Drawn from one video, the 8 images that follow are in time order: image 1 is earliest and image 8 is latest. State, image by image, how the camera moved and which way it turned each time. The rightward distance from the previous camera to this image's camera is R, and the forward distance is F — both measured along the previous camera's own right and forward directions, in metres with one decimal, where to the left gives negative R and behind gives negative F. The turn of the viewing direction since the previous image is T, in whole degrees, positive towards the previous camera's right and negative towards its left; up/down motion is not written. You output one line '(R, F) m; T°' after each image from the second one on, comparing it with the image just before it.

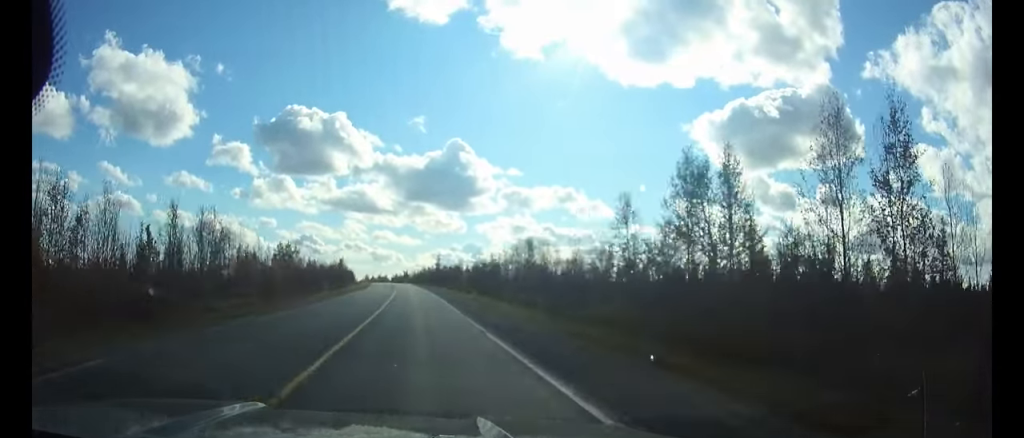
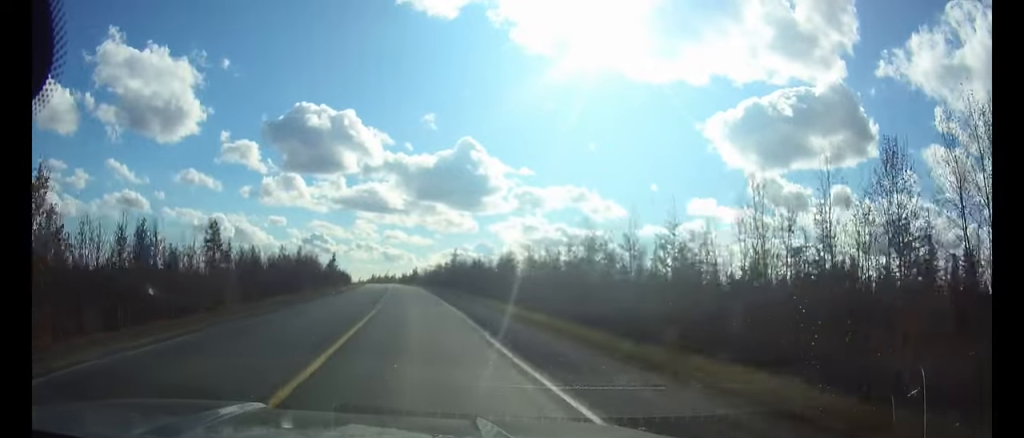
(-0.5, +40.6) m; -2°
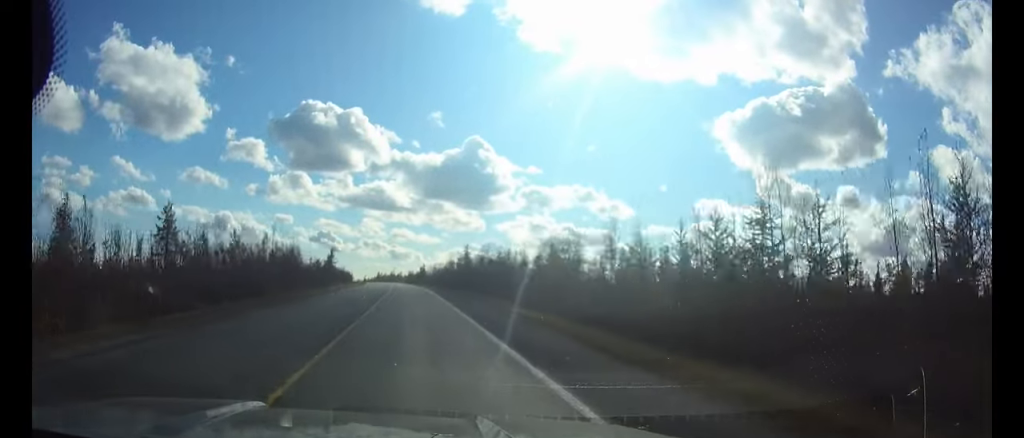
(-0.1, +15.8) m; -1°
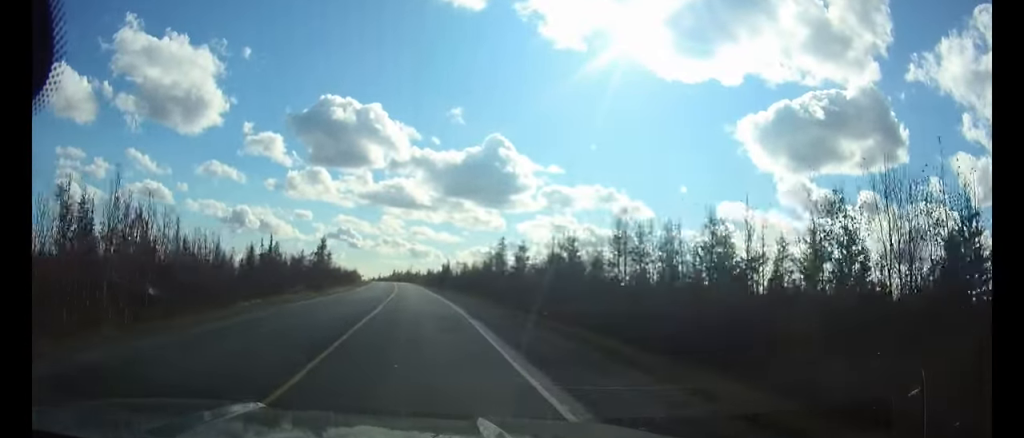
(-0.5, +38.5) m; -1°
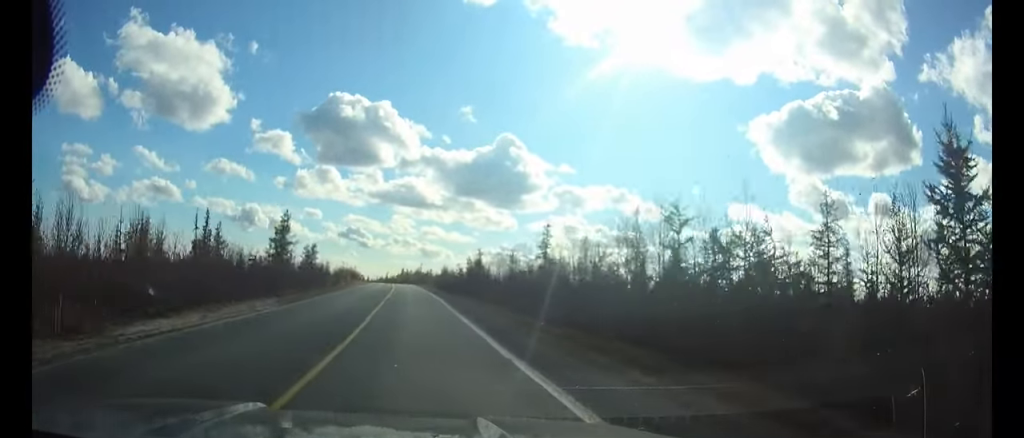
(-0.4, +36.8) m; -1°
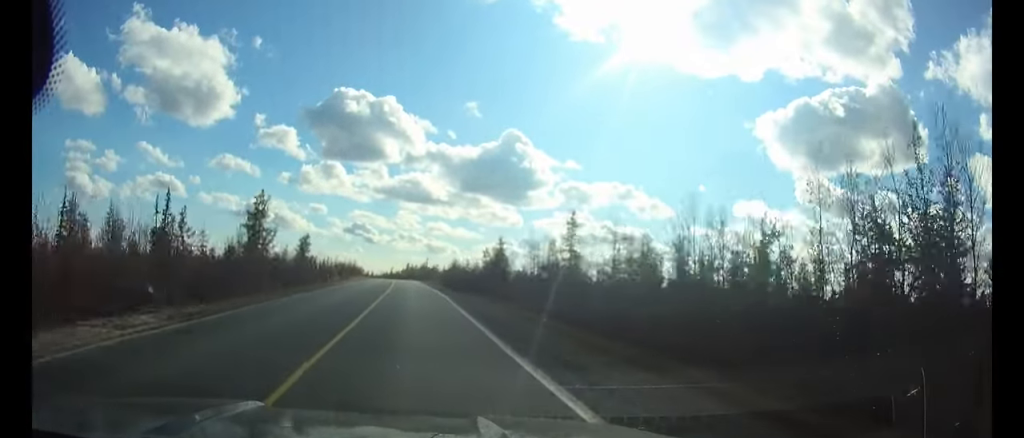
(-0.1, +13.1) m; 0°
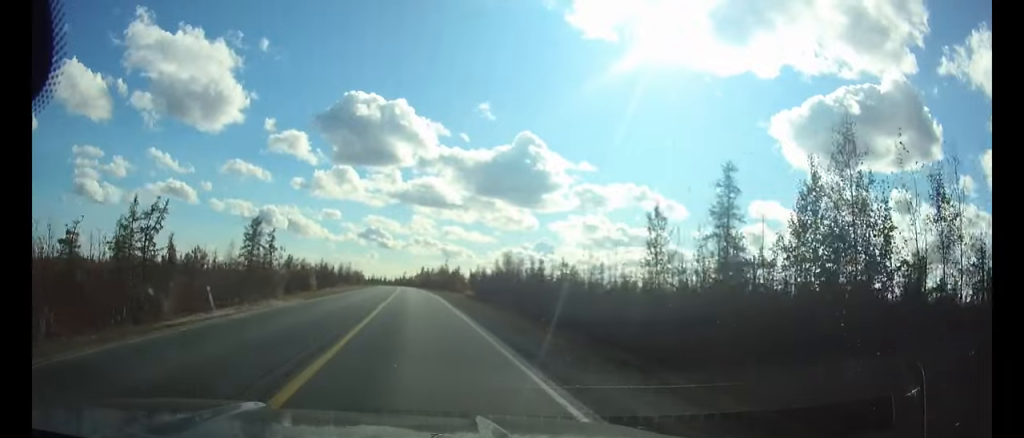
(-0.5, +42.0) m; -1°
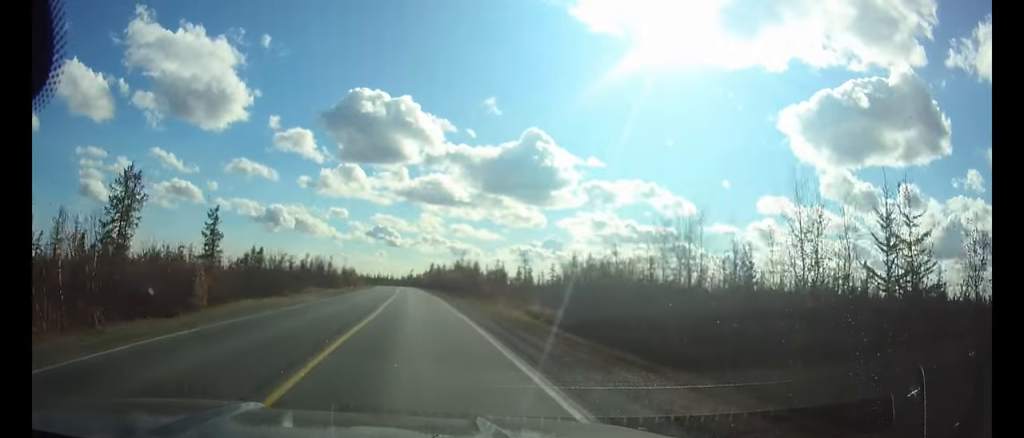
(-0.2, +31.7) m; -1°
